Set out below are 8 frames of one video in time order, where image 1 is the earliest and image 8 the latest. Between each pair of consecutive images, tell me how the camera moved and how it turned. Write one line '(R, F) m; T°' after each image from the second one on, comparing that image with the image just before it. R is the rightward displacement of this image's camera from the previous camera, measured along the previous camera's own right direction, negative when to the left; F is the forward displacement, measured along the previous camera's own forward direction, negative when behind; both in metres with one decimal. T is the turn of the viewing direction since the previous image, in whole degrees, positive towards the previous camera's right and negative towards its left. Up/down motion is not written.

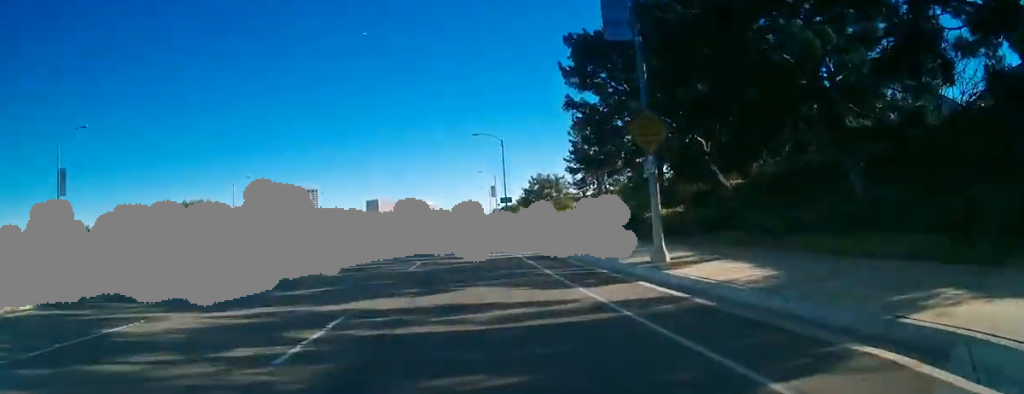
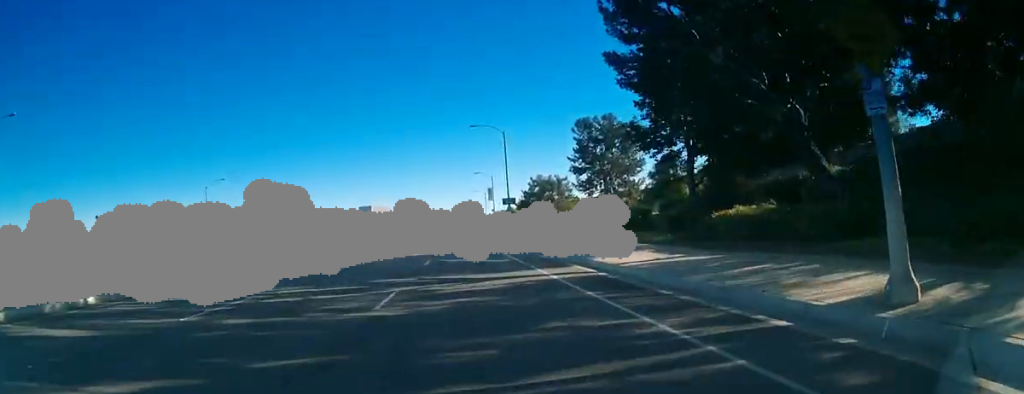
(-0.1, +8.4) m; +1°
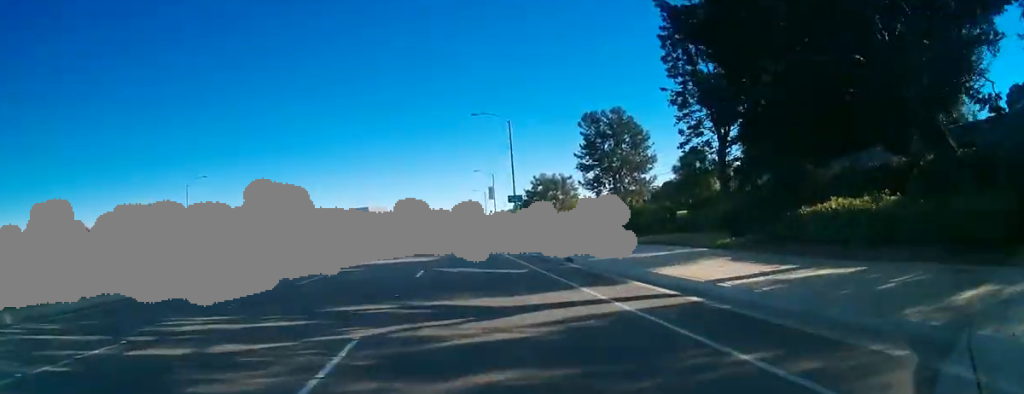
(+0.2, +6.2) m; +1°
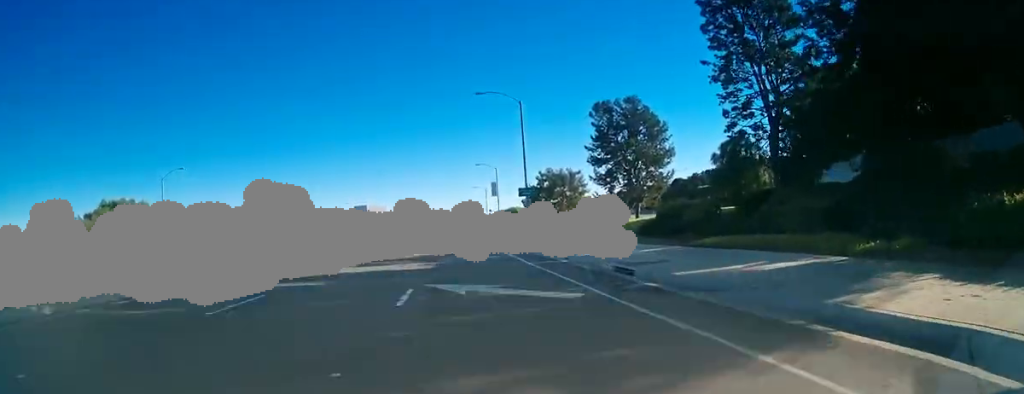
(+0.1, +7.3) m; +1°
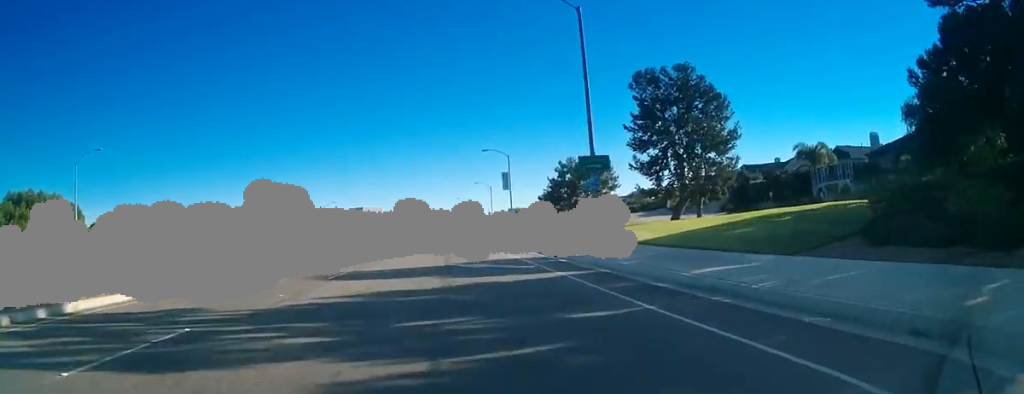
(+0.3, +19.7) m; +1°
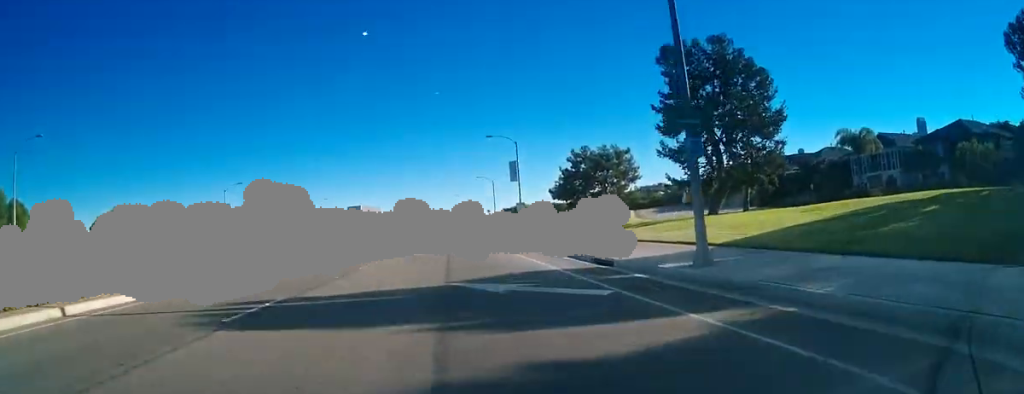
(+0.1, +9.9) m; 0°
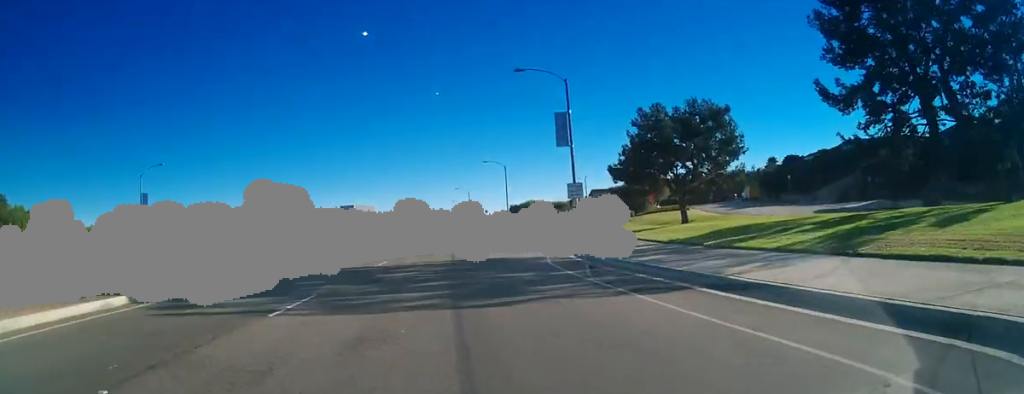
(-0.3, +29.0) m; 0°
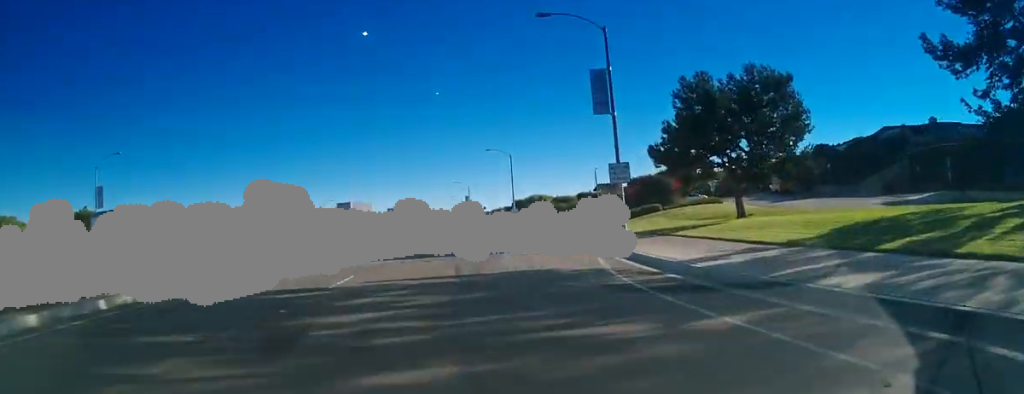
(+0.2, +10.5) m; 0°
